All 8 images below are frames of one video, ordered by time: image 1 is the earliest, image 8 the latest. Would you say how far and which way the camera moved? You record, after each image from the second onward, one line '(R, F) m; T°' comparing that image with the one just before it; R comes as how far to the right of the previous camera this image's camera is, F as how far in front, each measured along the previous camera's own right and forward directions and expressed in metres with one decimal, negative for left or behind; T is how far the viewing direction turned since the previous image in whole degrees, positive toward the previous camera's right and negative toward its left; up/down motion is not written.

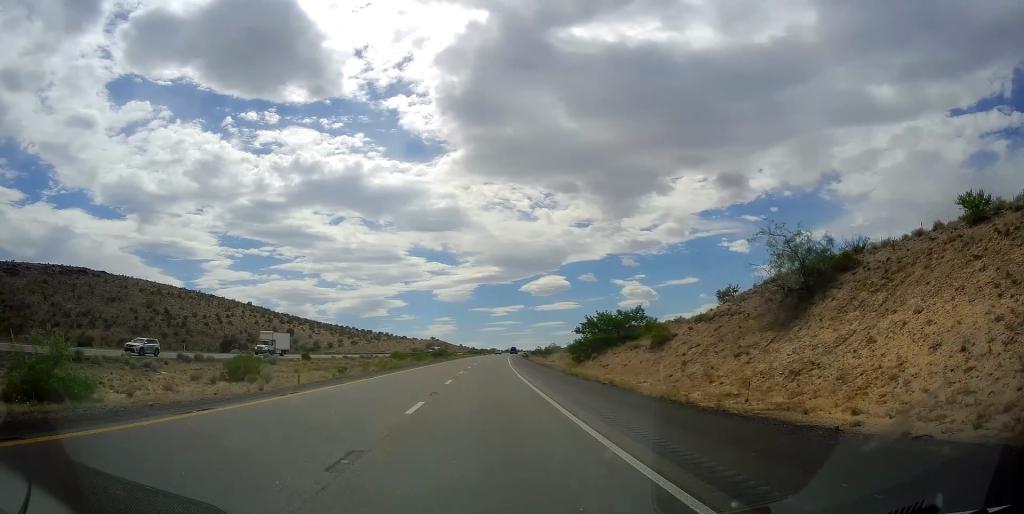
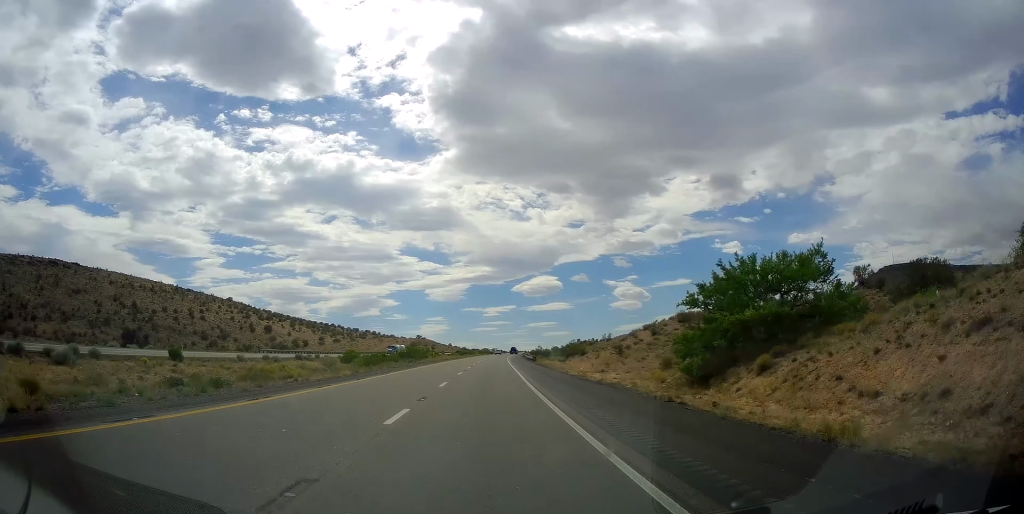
(+0.7, +38.2) m; +1°
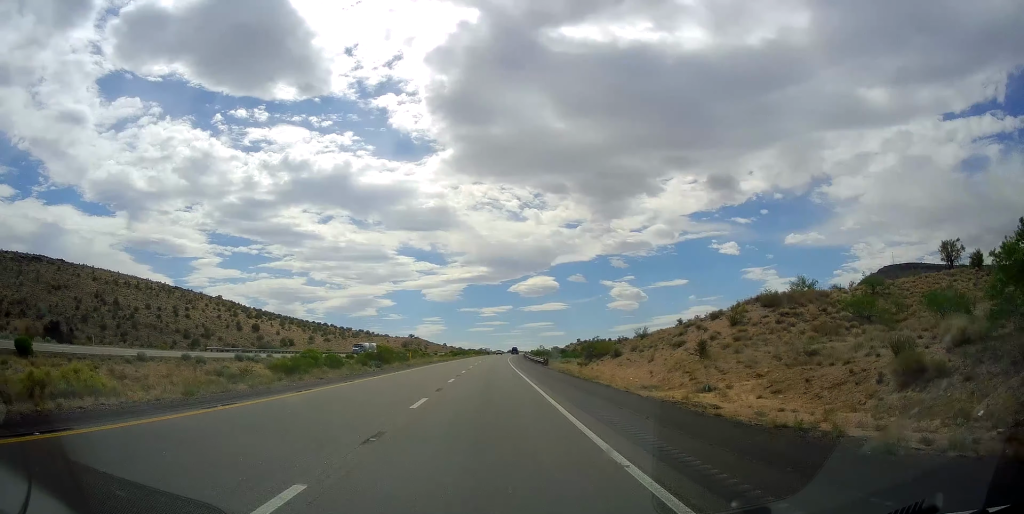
(+0.2, +20.8) m; 0°
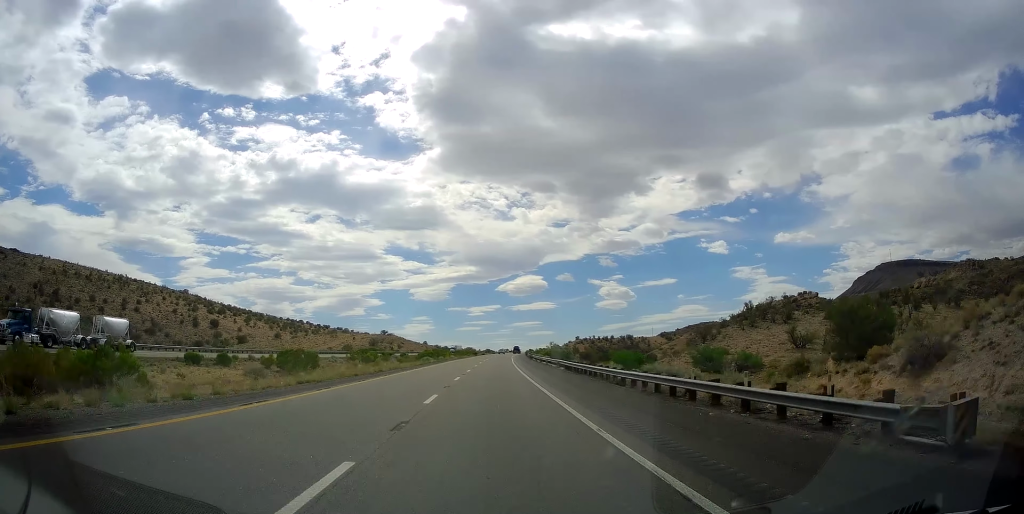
(0.0, +58.9) m; +1°
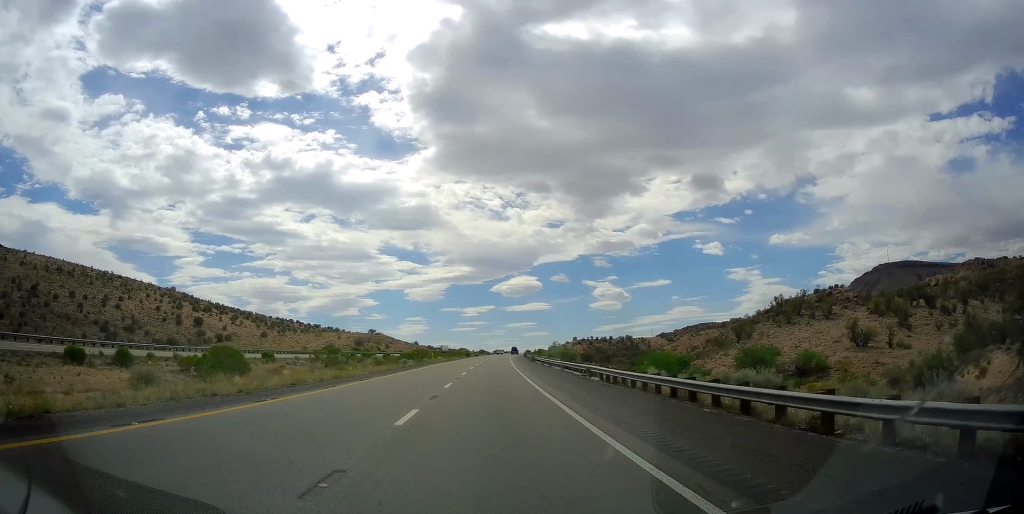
(+0.1, +17.3) m; 0°
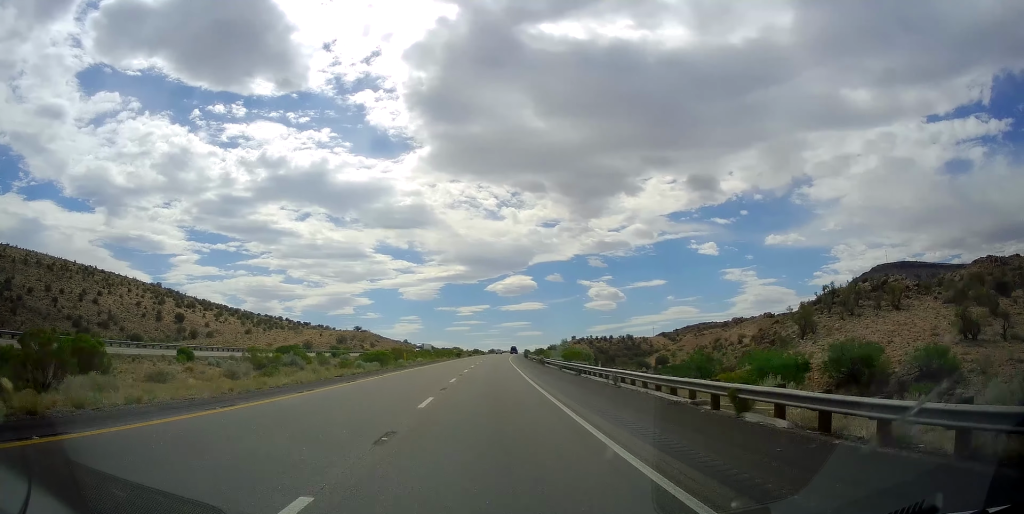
(-0.1, +20.8) m; +1°
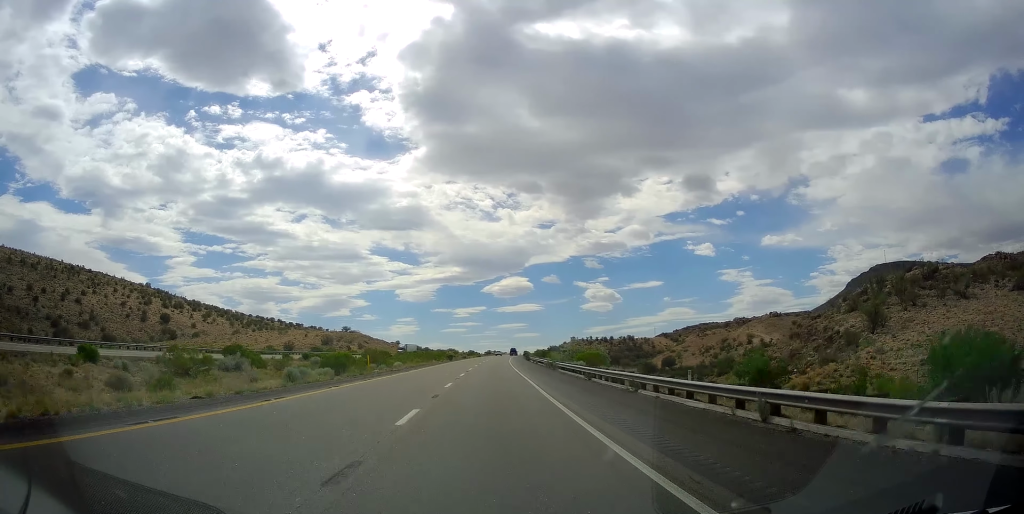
(+0.2, +15.0) m; 0°
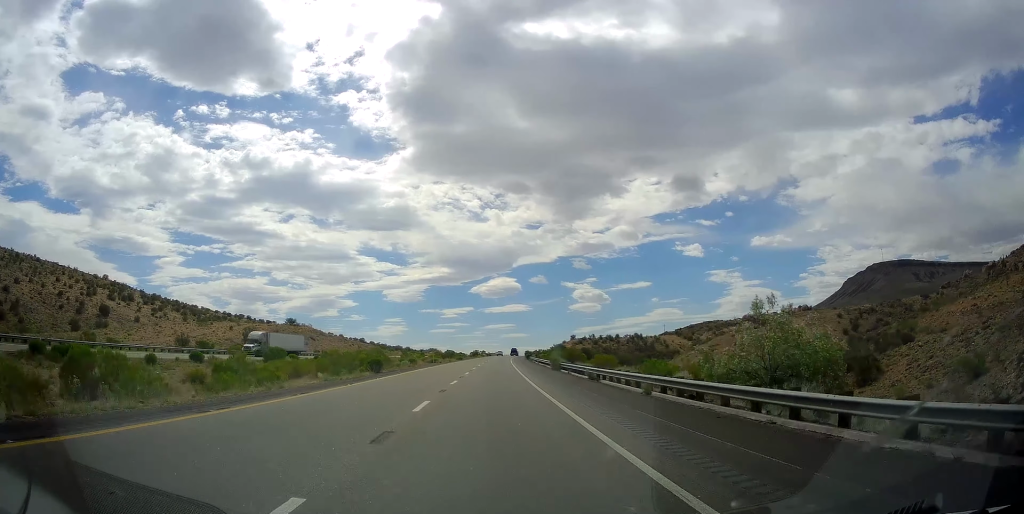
(+0.6, +58.0) m; +4°
